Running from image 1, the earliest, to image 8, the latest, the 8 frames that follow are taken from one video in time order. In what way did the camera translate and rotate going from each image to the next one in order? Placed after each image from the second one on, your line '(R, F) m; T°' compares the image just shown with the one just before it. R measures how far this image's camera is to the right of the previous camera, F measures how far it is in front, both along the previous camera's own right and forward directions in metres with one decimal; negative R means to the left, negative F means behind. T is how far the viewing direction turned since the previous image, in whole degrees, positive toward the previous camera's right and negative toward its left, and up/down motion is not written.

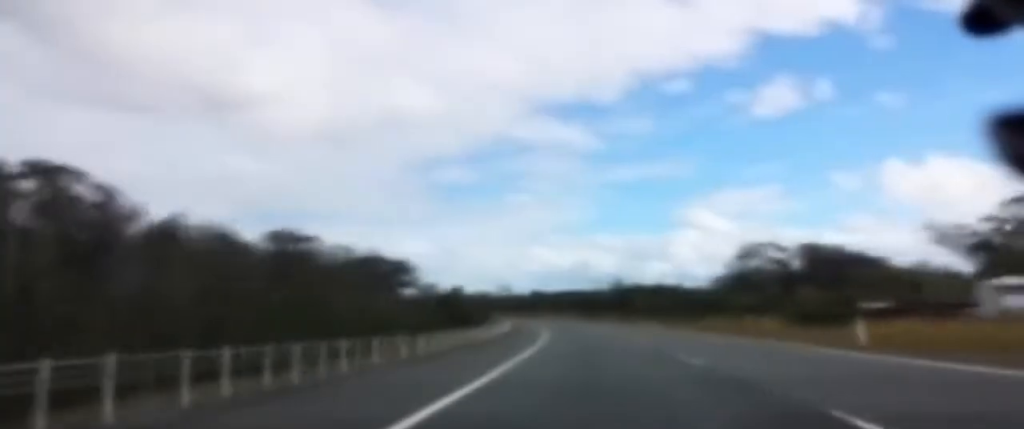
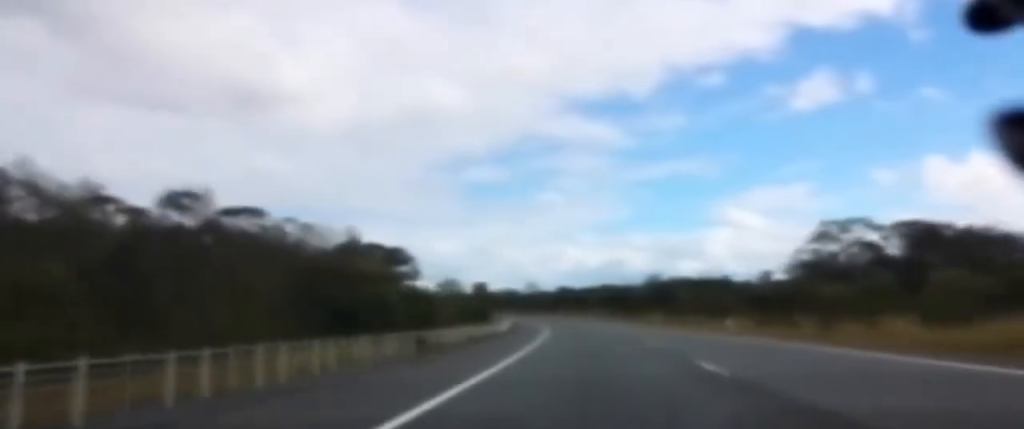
(-0.8, +39.6) m; -2°
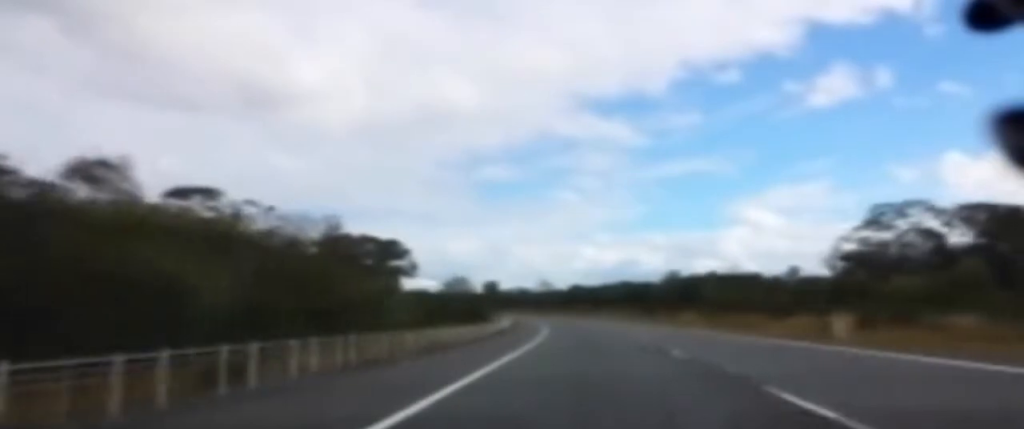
(-0.2, +19.3) m; -1°
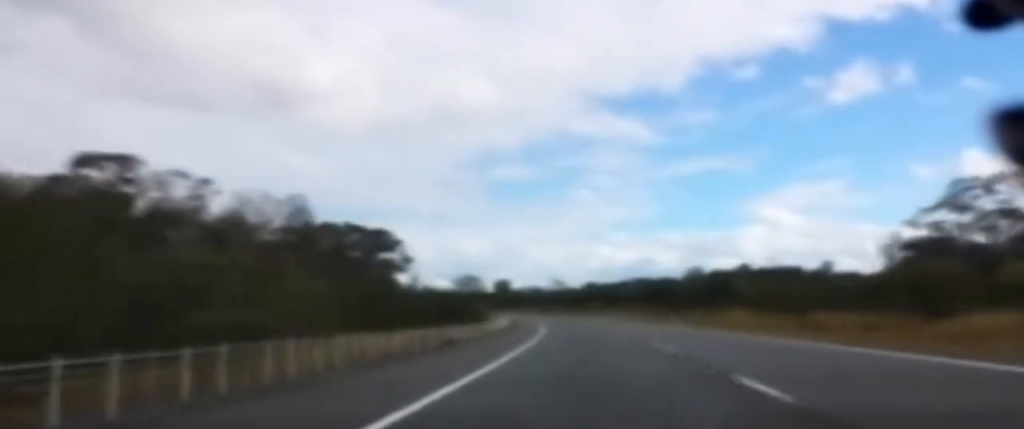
(-0.1, +22.2) m; -1°
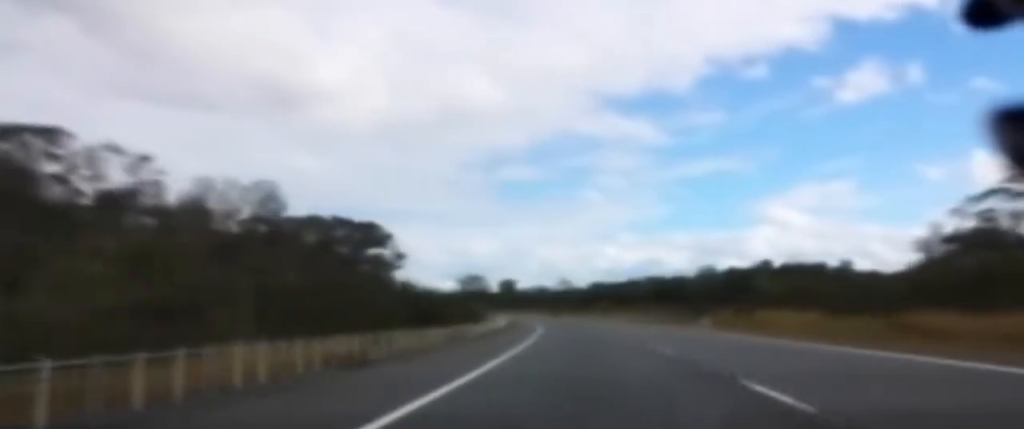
(-0.1, +13.1) m; 0°
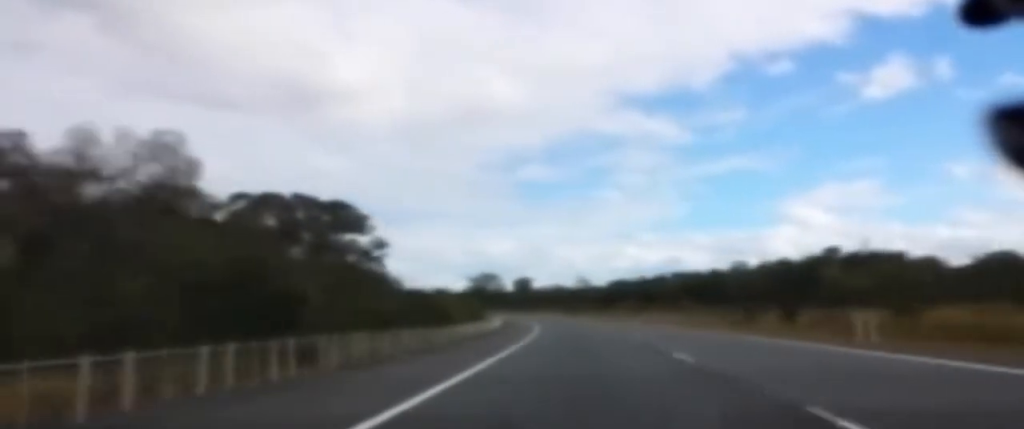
(-0.2, +28.3) m; -1°
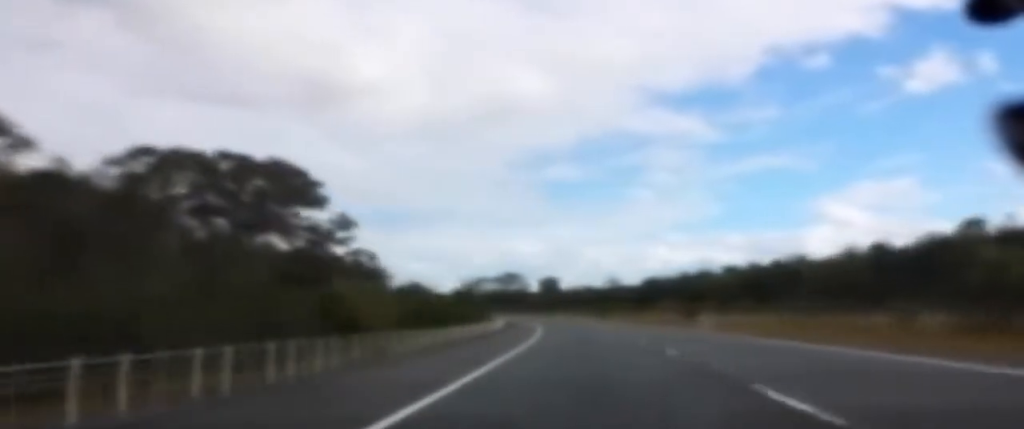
(-0.3, +33.4) m; -1°
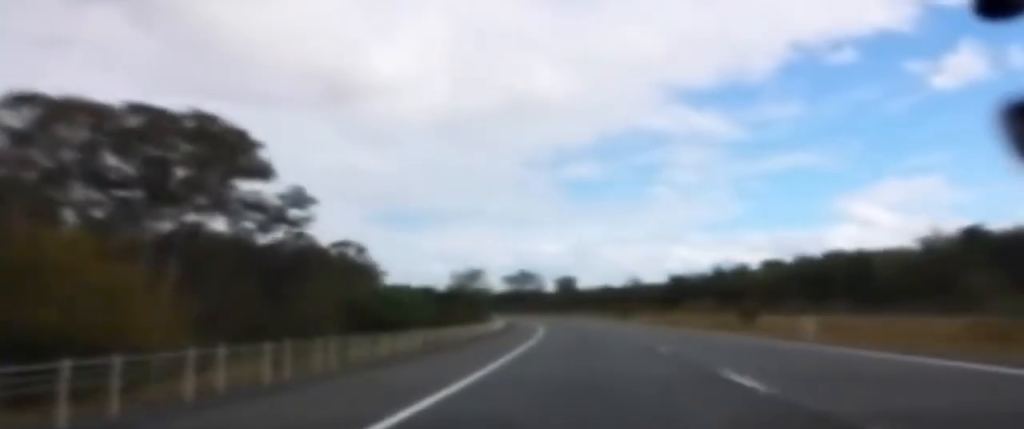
(-0.1, +21.2) m; -1°
